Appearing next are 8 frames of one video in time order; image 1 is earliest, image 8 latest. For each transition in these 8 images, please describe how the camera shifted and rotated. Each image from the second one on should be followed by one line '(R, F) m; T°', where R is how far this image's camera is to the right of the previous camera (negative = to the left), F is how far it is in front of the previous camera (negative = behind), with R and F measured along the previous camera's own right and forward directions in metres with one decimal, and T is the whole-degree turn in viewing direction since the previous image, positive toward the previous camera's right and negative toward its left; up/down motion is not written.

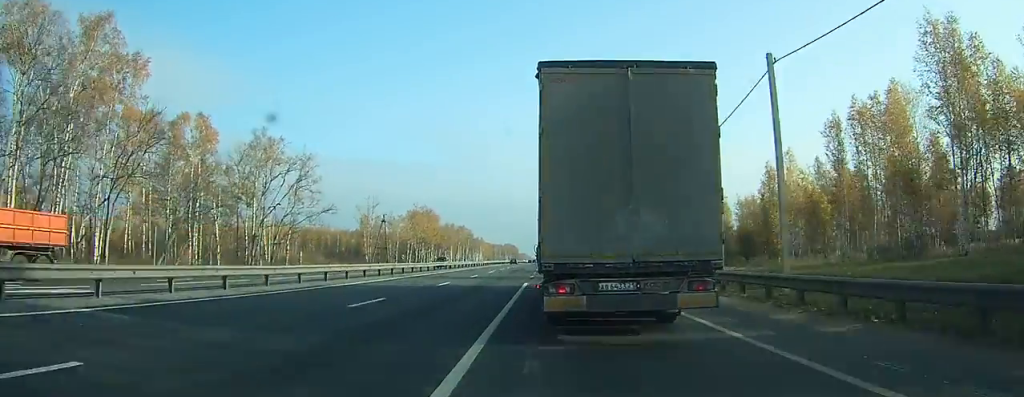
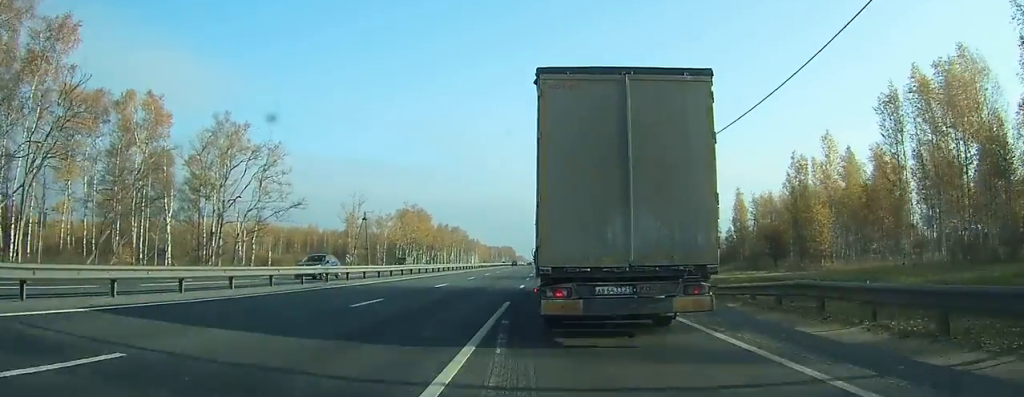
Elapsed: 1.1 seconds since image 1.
(+0.2, +13.0) m; 0°
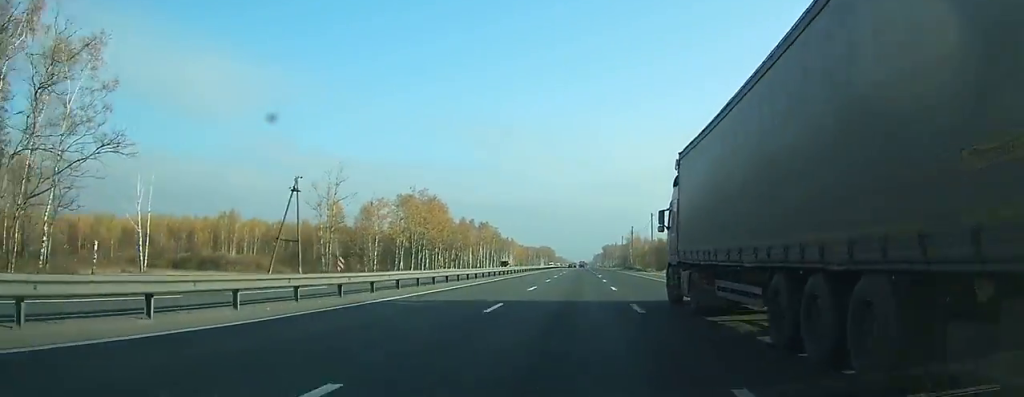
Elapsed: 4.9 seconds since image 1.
(-1.7, +49.7) m; -3°
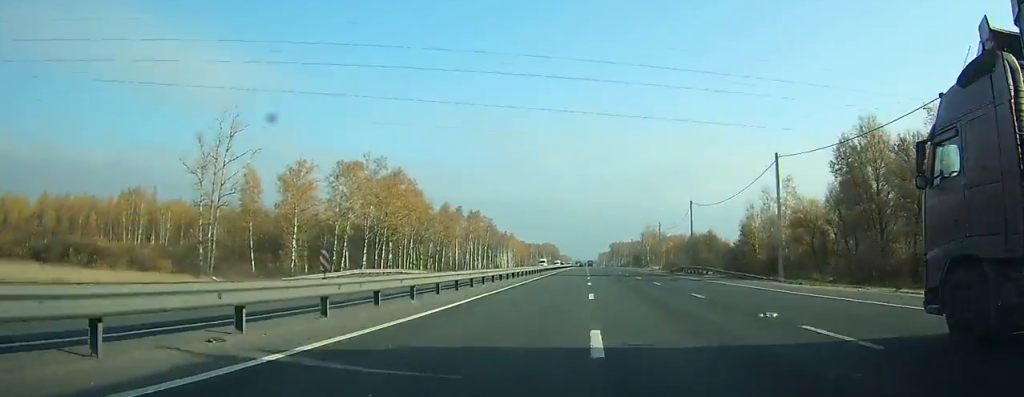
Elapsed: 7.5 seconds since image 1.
(-0.1, +42.9) m; +1°
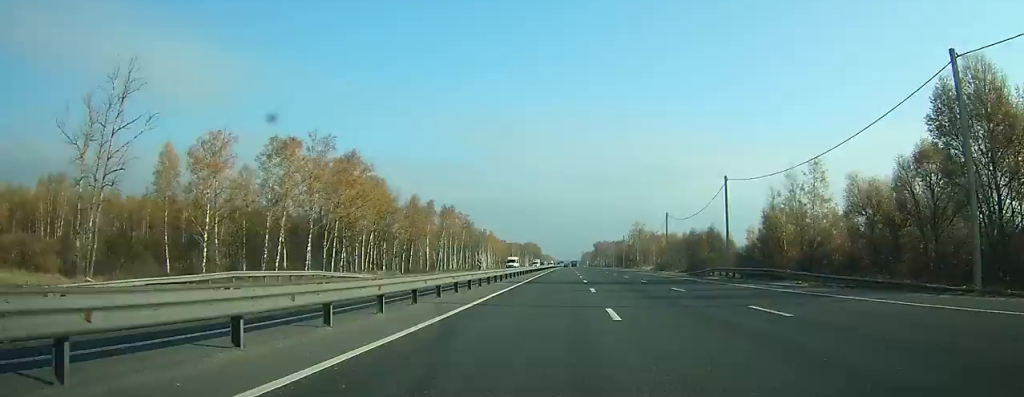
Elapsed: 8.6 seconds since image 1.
(+0.2, +19.0) m; +1°
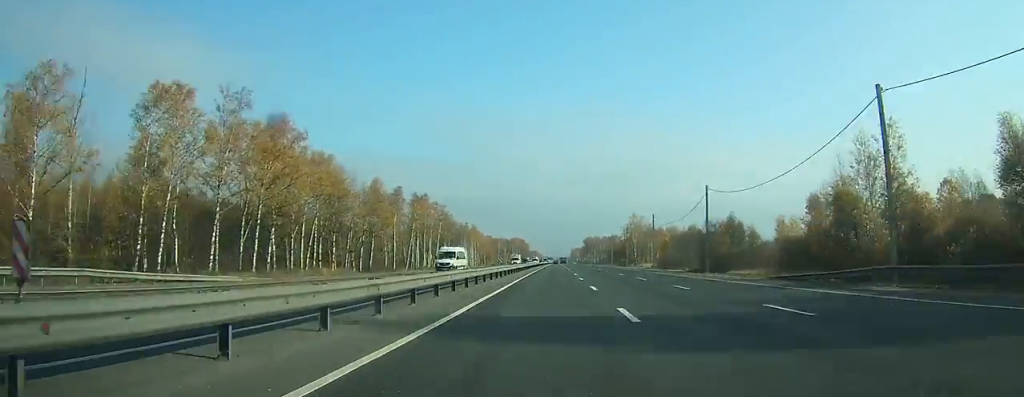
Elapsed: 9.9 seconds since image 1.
(+0.2, +23.9) m; +1°
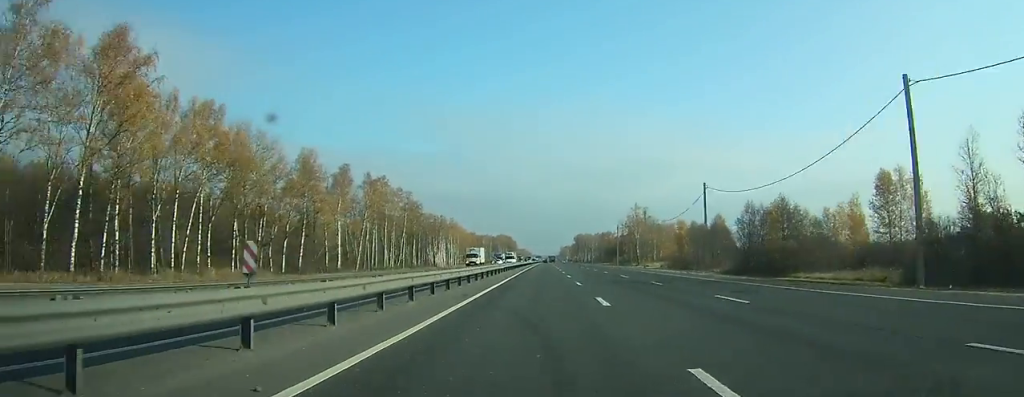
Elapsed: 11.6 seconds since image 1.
(+0.4, +30.5) m; +1°
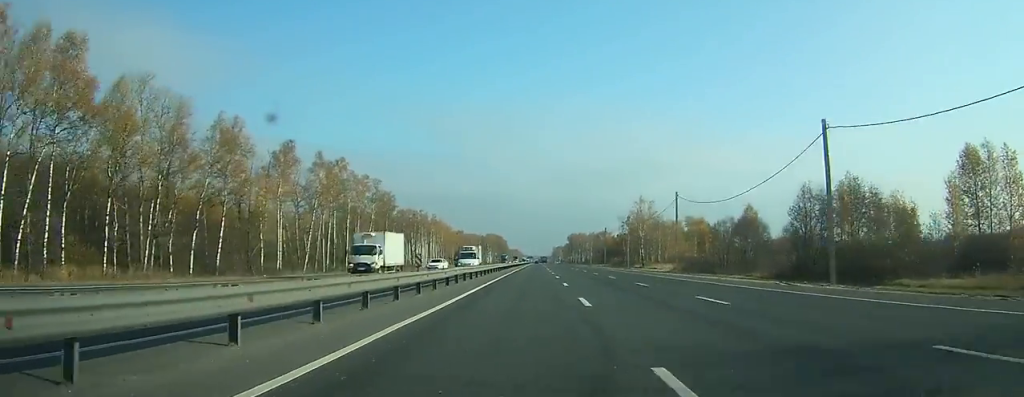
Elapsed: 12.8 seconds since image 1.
(+0.1, +23.4) m; 0°
